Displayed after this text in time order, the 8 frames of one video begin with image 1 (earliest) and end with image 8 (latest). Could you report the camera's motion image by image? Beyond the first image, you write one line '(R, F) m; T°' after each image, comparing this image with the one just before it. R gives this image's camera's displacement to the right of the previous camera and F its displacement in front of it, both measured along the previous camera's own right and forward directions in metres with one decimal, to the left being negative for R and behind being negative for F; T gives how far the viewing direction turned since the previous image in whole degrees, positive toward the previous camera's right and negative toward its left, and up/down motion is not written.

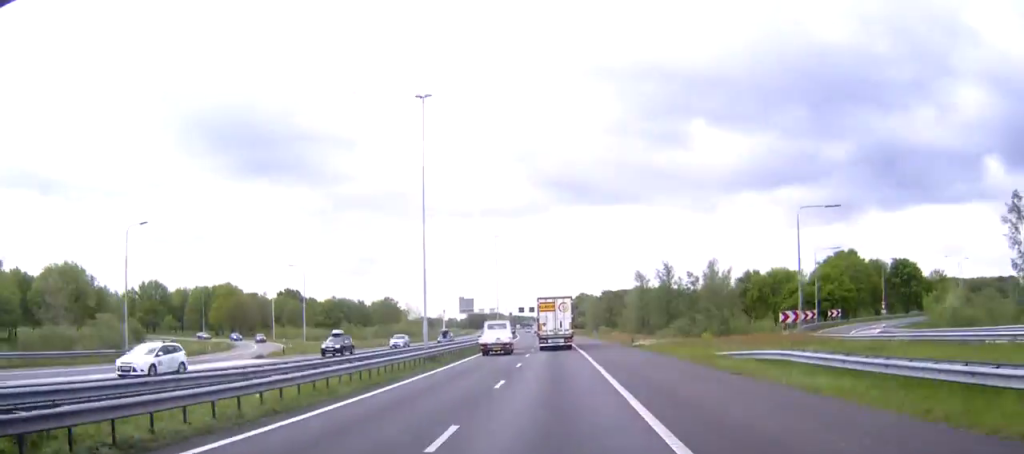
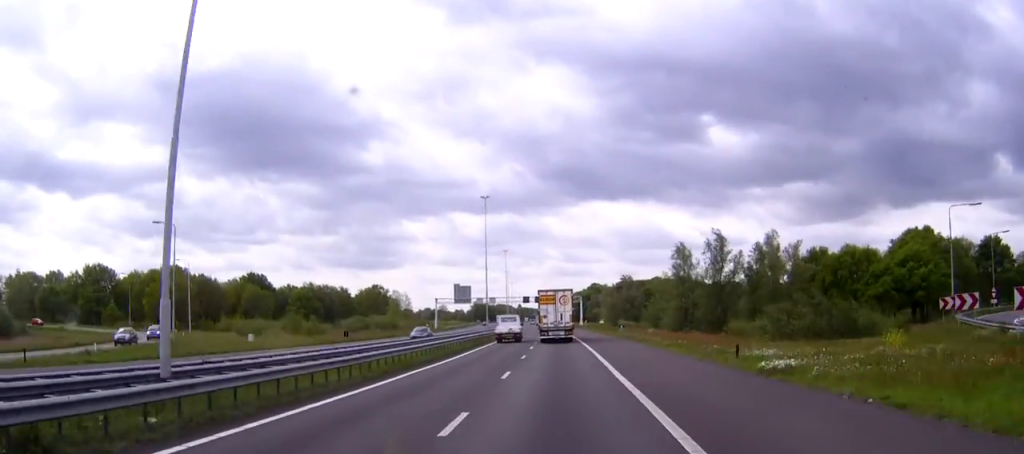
(-0.2, +34.9) m; -1°
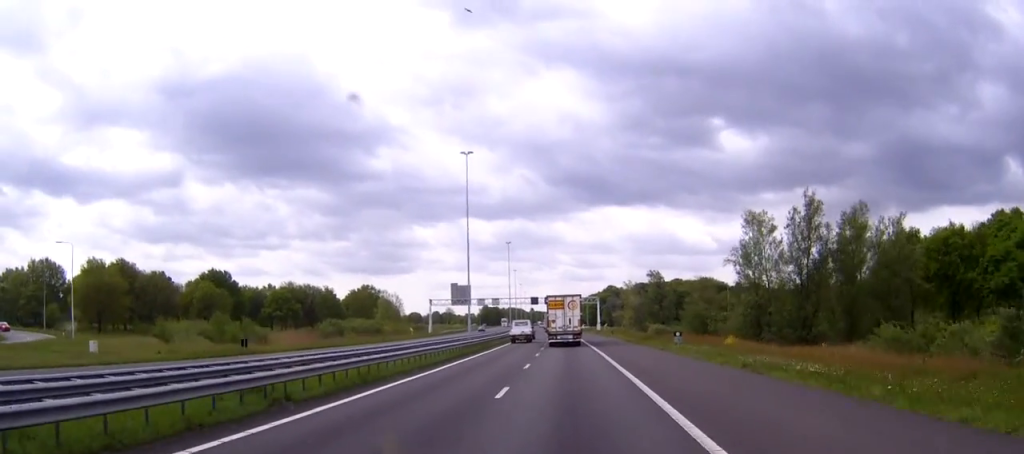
(-0.1, +29.7) m; 0°
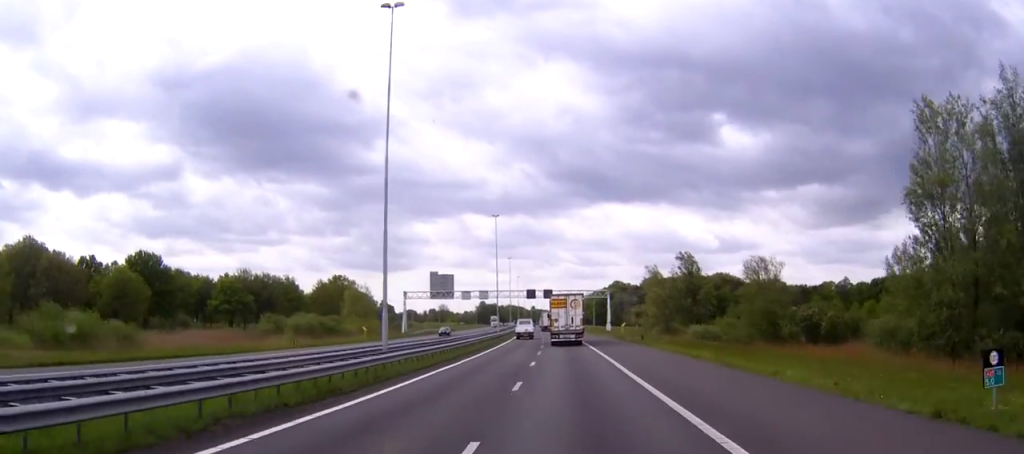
(-0.2, +33.1) m; 0°
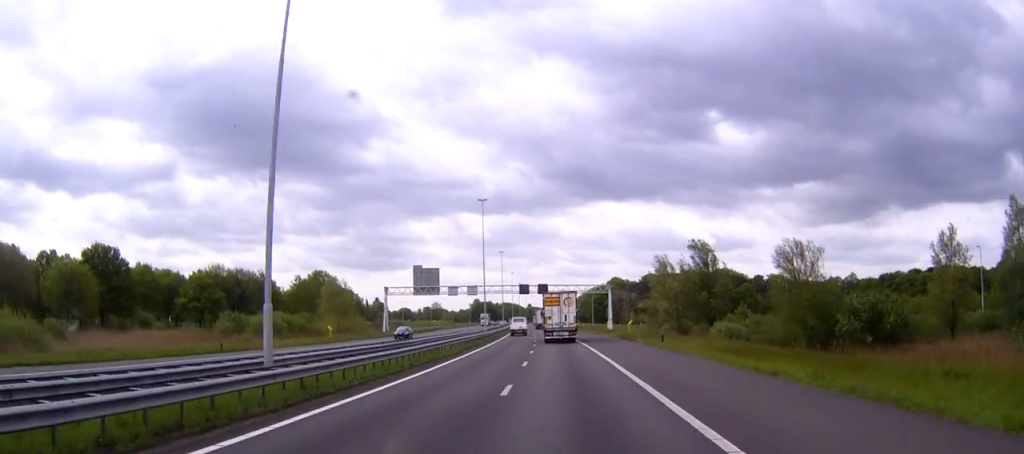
(0.0, +13.9) m; 0°
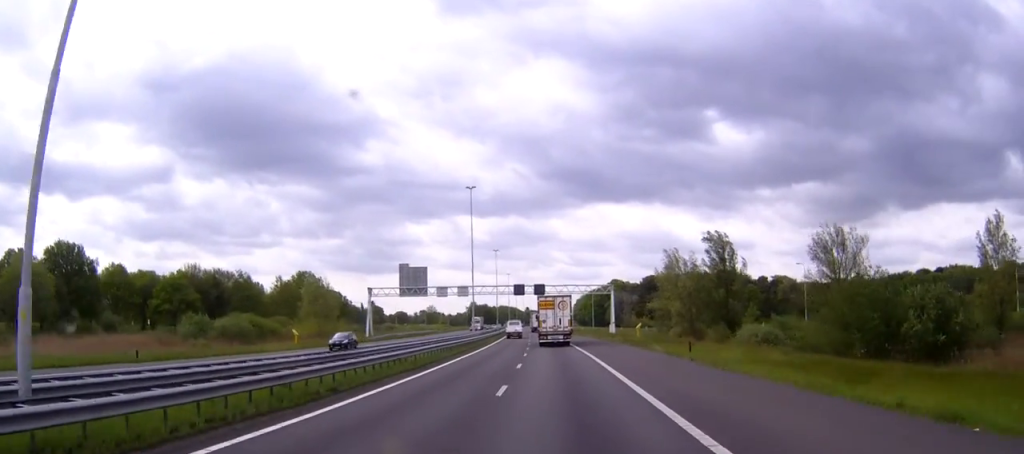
(0.0, +10.9) m; 0°
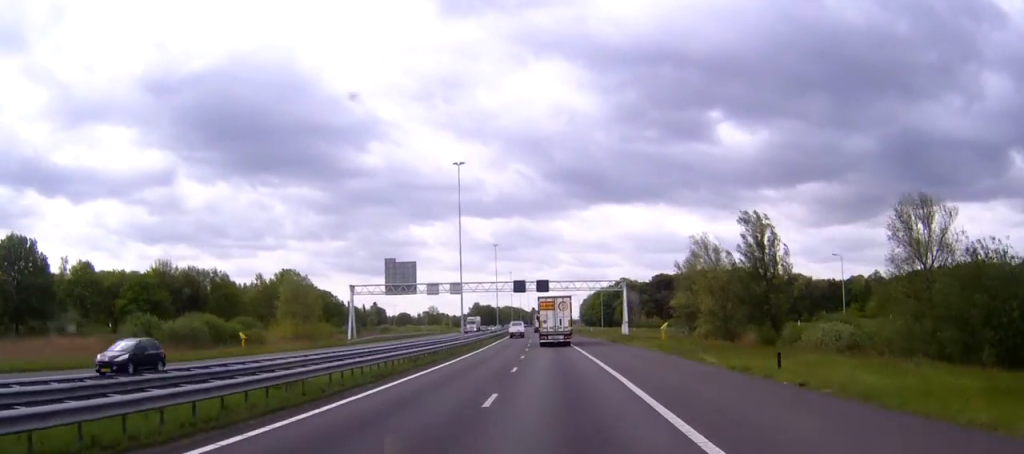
(0.0, +14.6) m; 0°
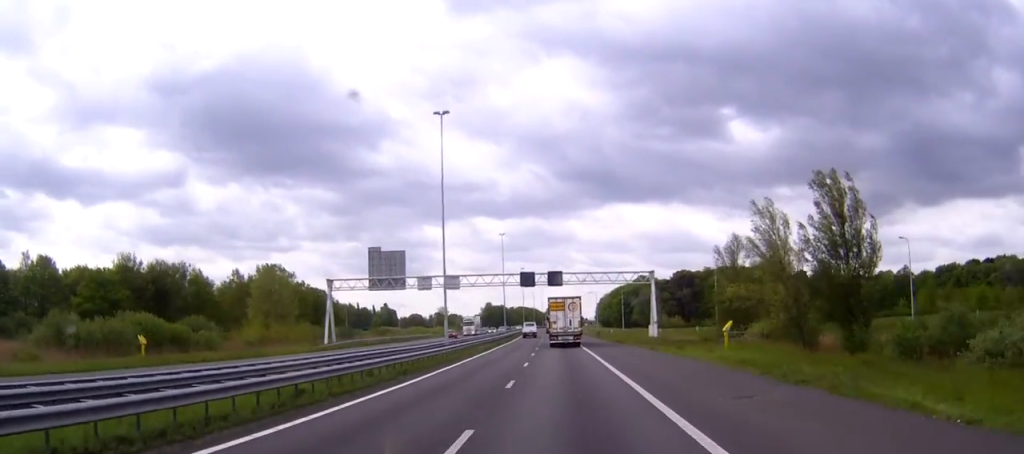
(-0.1, +18.2) m; -1°
